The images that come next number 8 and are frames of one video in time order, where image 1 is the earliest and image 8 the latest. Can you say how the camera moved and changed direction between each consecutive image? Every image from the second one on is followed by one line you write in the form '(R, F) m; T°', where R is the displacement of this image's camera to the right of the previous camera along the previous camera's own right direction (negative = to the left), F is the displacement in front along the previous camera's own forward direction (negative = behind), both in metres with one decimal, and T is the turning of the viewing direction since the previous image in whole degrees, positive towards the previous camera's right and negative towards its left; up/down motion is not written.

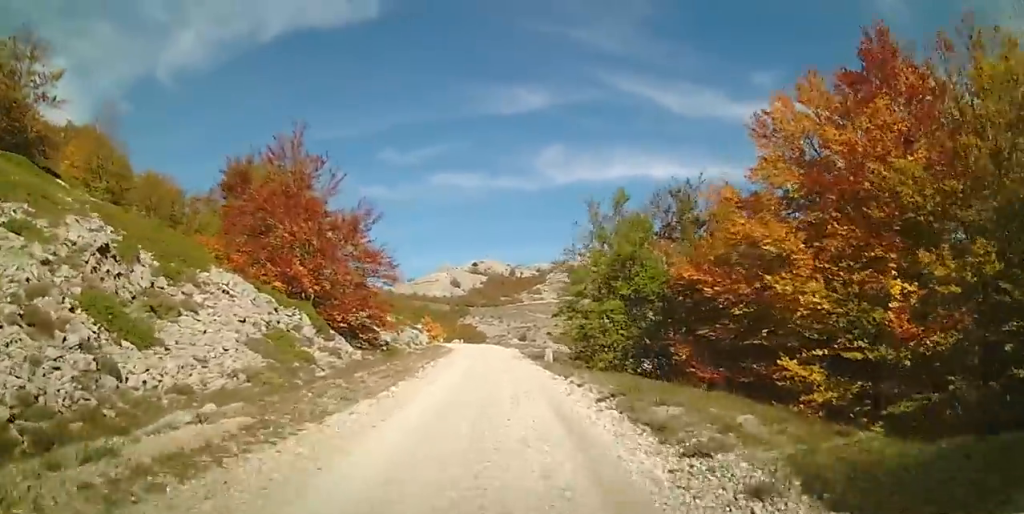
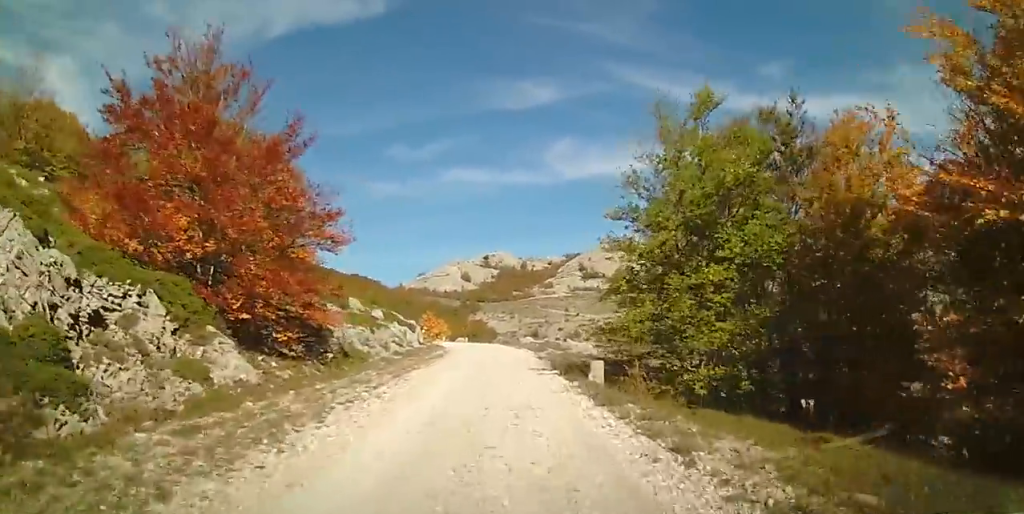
(0.0, +9.1) m; -2°
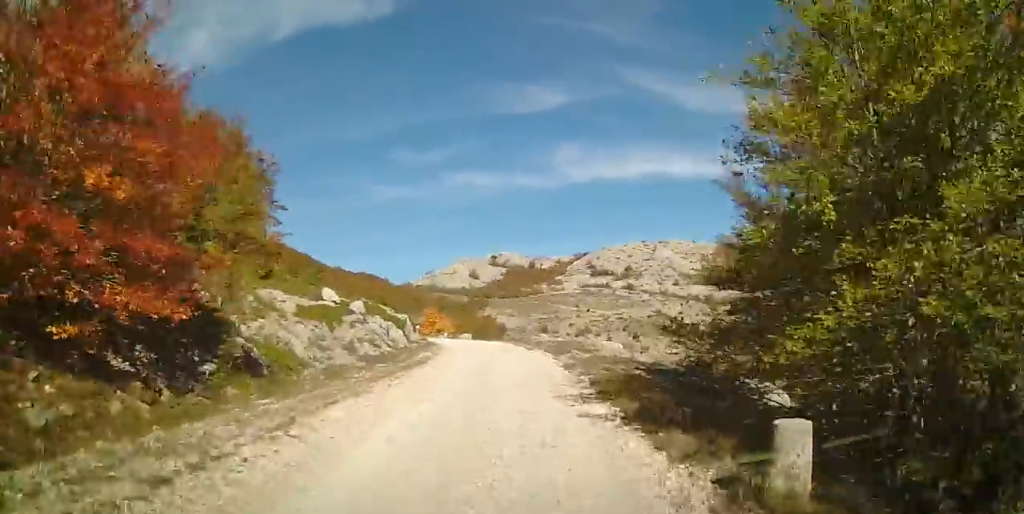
(-0.3, +7.5) m; -2°
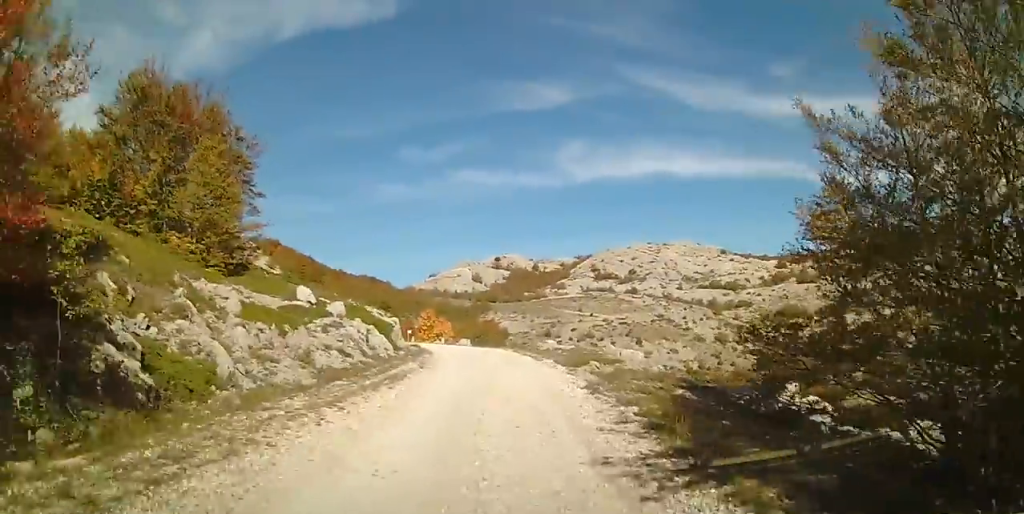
(0.0, +4.4) m; -1°
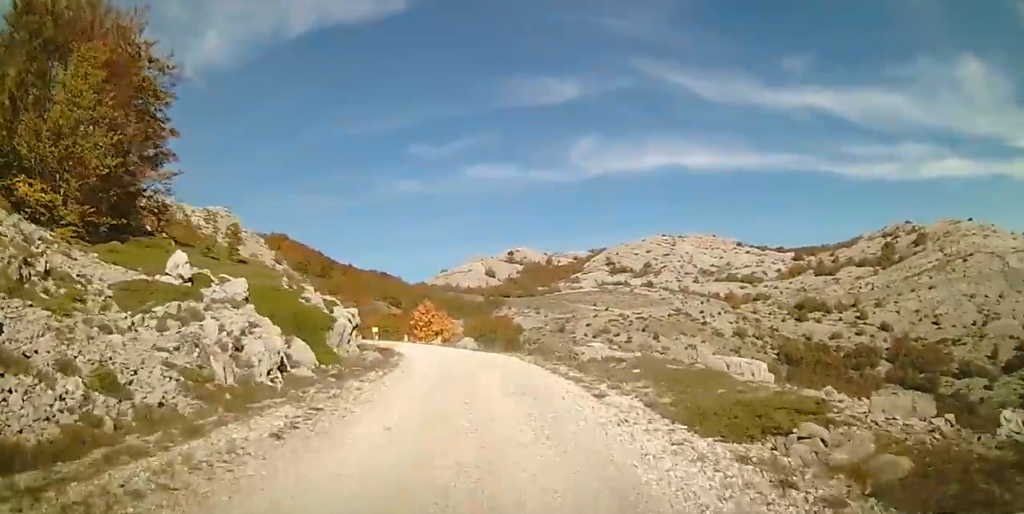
(-0.3, +12.5) m; -3°
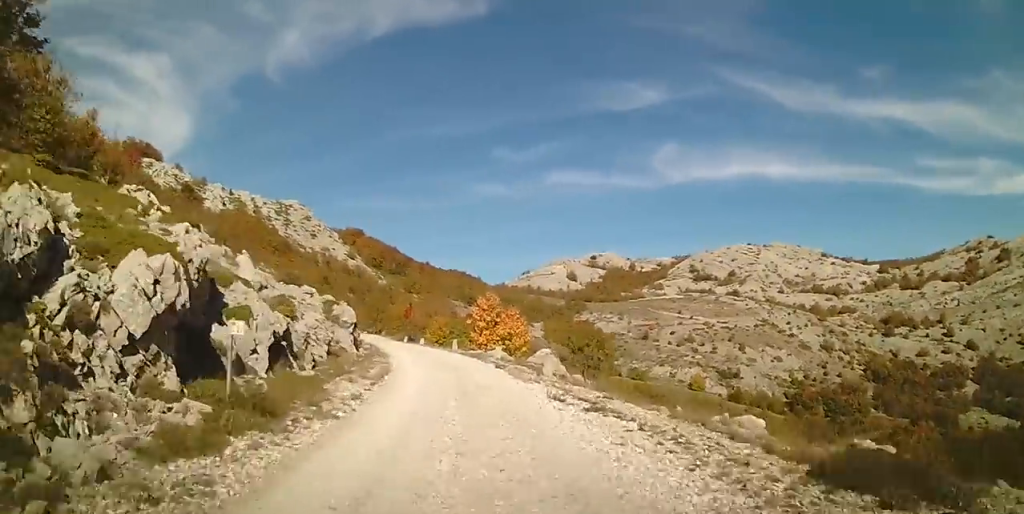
(-0.7, +18.0) m; -7°
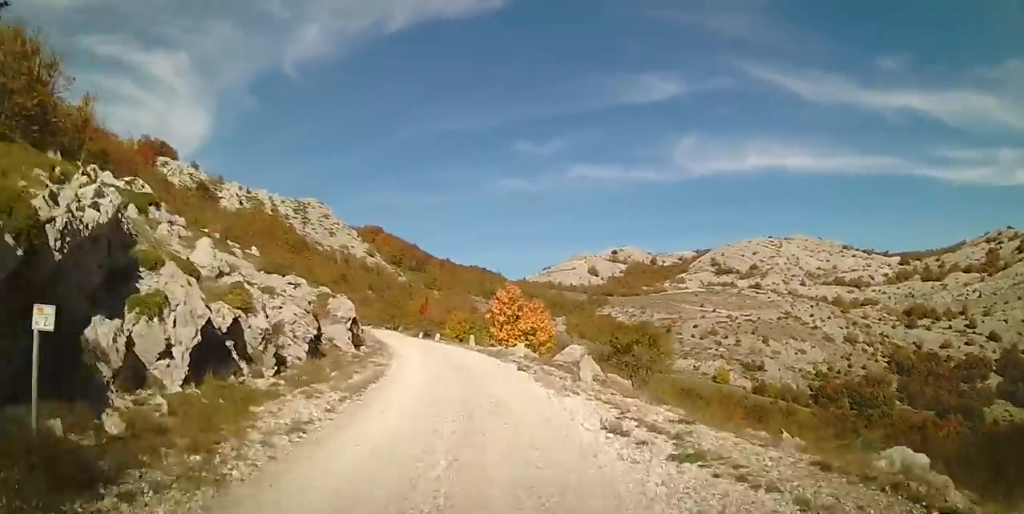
(0.0, +4.0) m; -3°
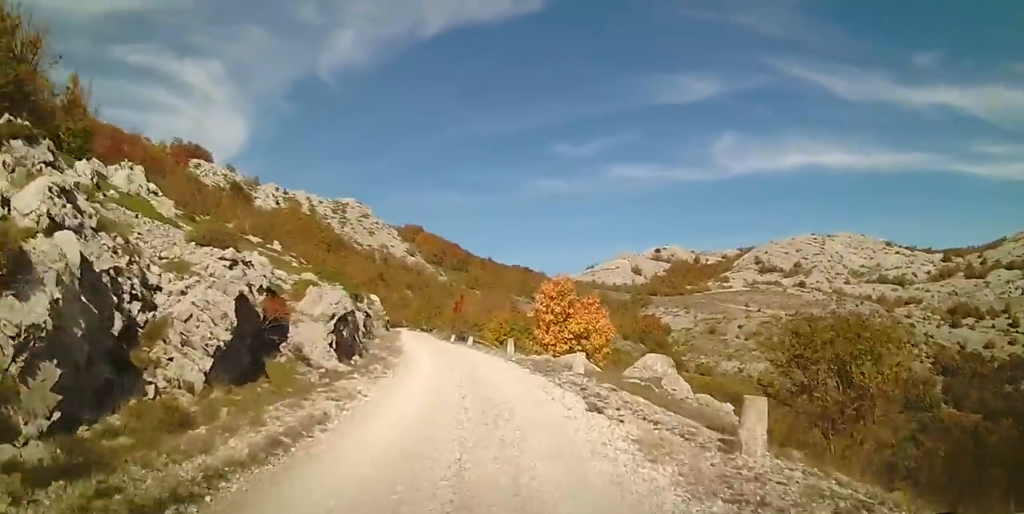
(-0.4, +7.4) m; -4°
